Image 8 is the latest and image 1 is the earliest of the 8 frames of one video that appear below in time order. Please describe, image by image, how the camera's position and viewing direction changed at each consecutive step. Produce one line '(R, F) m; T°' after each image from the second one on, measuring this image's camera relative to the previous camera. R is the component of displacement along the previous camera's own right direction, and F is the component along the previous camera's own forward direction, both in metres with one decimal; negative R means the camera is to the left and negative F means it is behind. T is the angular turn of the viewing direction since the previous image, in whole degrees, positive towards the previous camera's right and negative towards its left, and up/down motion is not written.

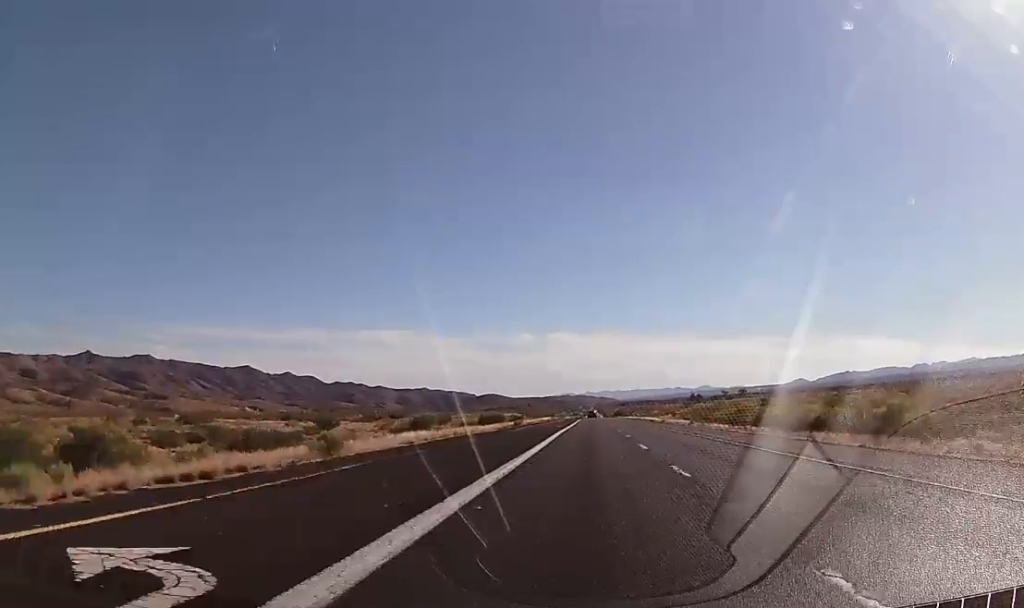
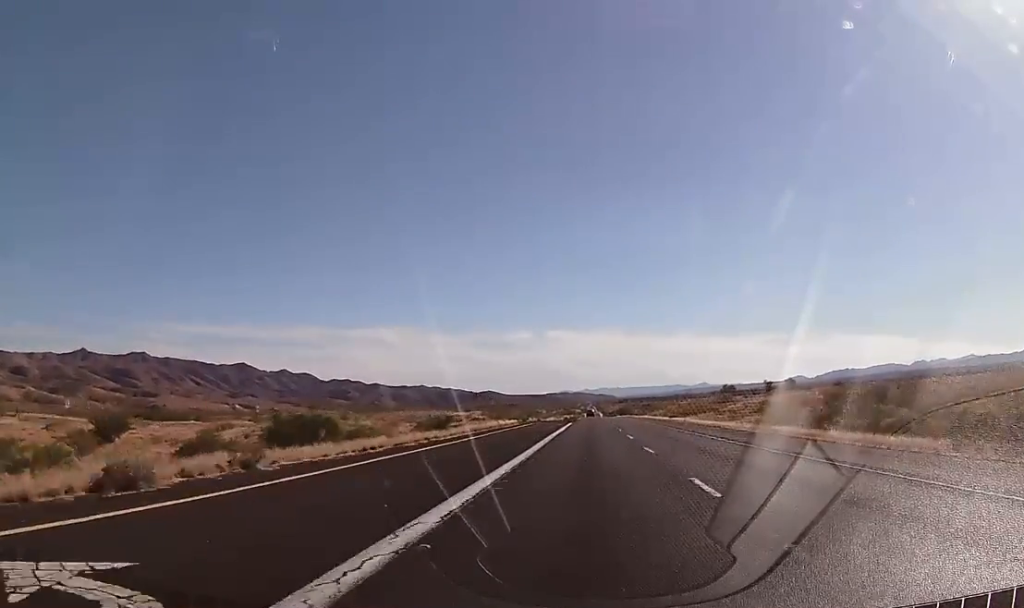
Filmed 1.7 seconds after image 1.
(+0.4, +63.3) m; +1°
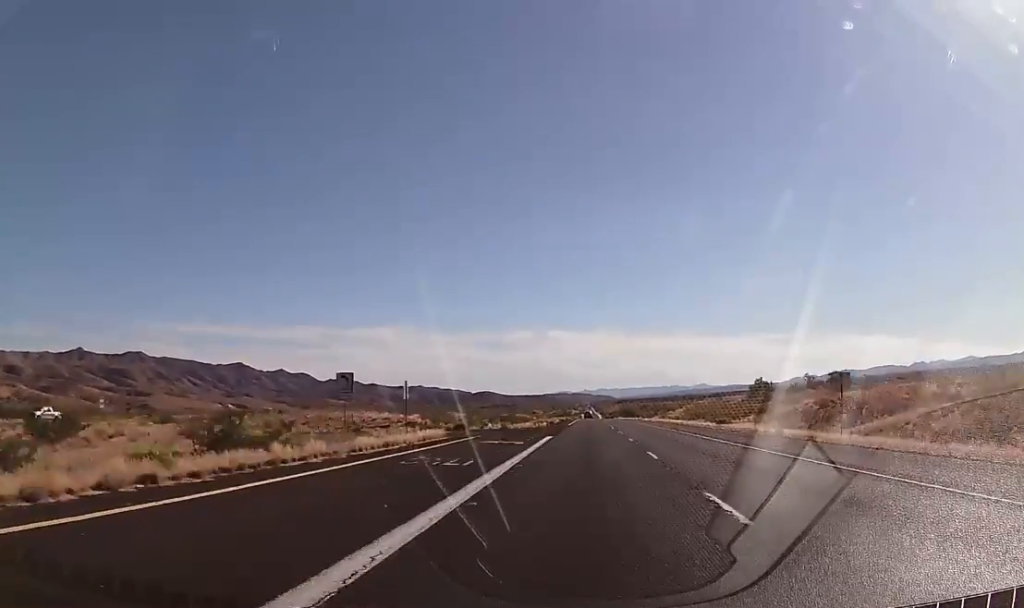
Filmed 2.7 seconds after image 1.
(+0.1, +39.3) m; 0°
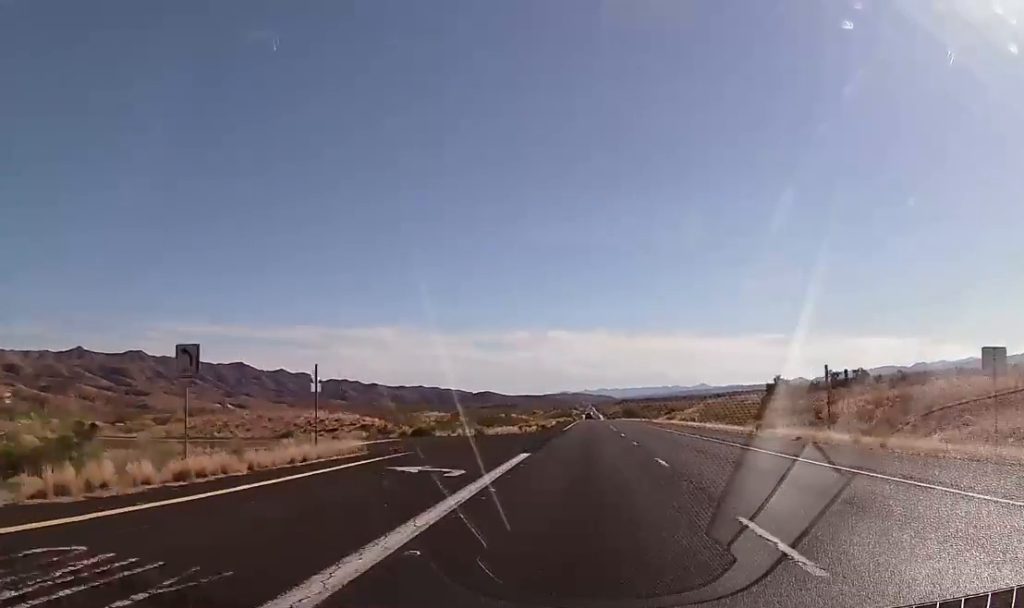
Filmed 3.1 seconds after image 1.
(-0.1, +15.2) m; 0°
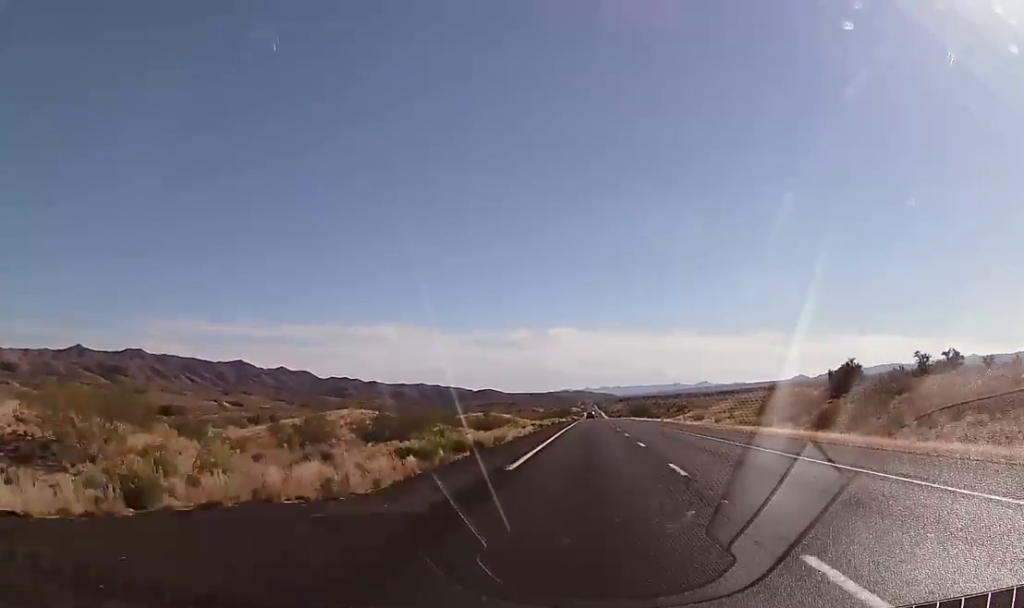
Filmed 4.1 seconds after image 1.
(-0.1, +39.1) m; 0°
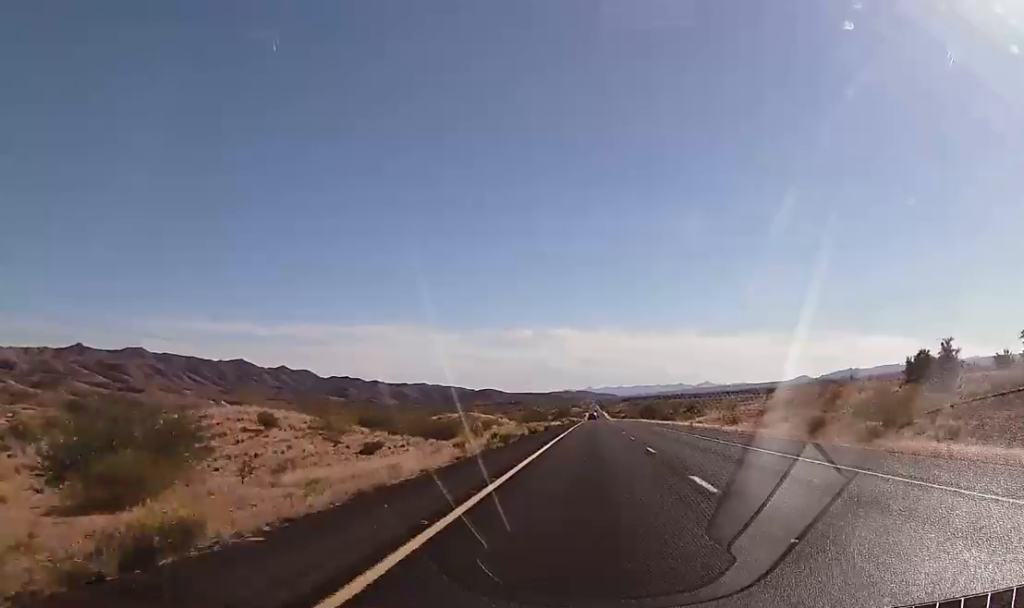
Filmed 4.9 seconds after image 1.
(0.0, +27.6) m; 0°
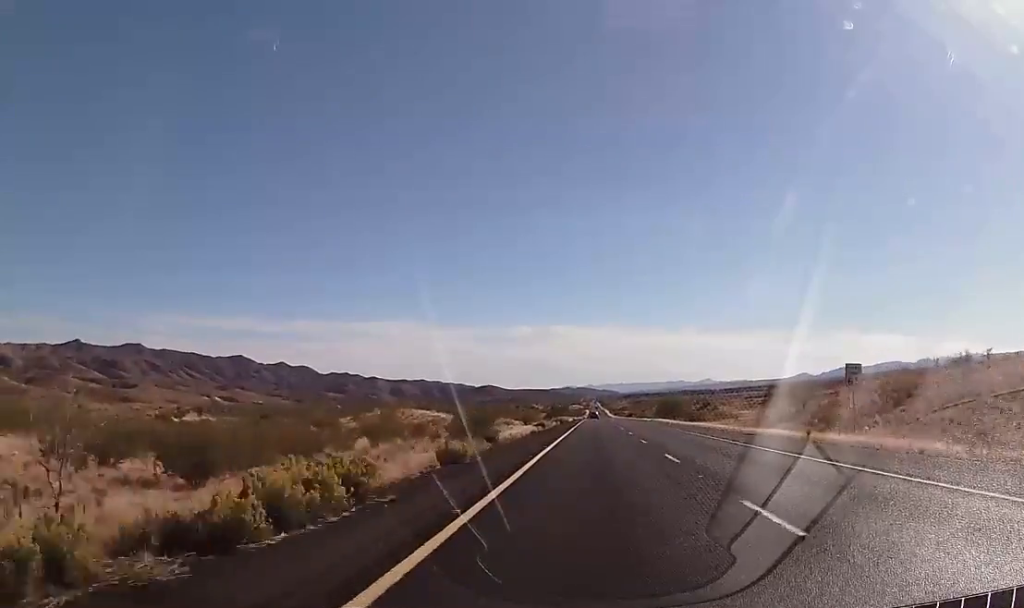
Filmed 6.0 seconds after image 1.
(+0.3, +41.4) m; 0°
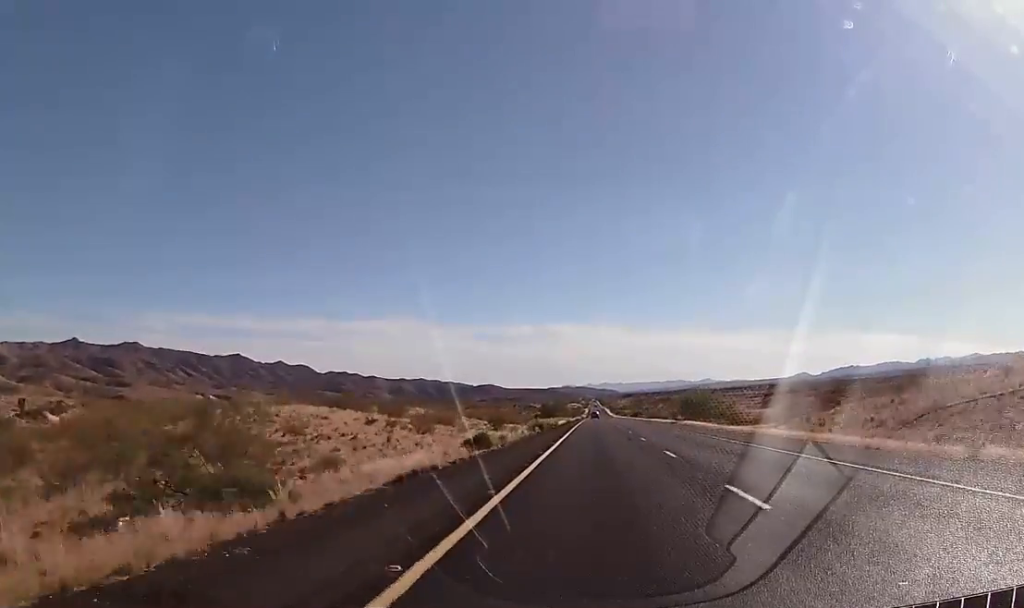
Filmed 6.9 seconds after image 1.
(-0.1, +35.3) m; 0°
